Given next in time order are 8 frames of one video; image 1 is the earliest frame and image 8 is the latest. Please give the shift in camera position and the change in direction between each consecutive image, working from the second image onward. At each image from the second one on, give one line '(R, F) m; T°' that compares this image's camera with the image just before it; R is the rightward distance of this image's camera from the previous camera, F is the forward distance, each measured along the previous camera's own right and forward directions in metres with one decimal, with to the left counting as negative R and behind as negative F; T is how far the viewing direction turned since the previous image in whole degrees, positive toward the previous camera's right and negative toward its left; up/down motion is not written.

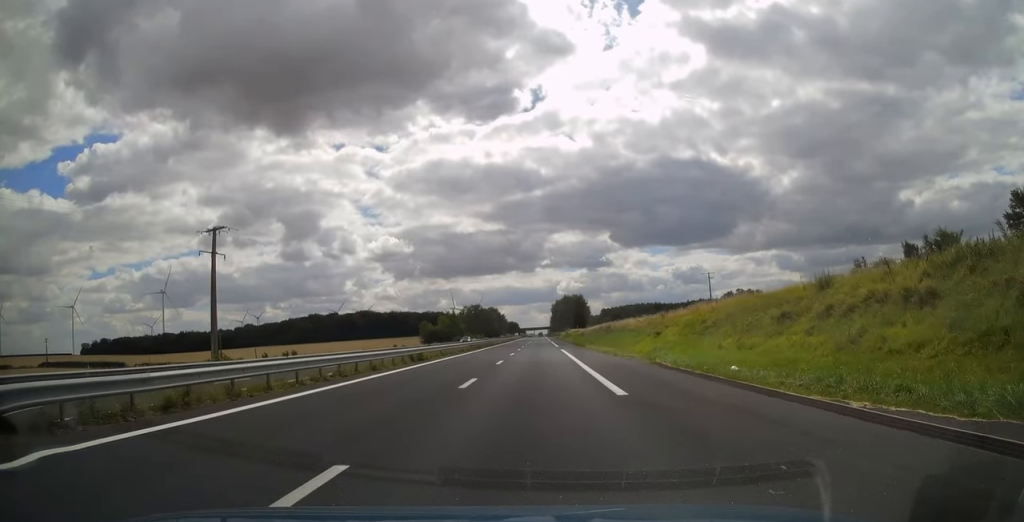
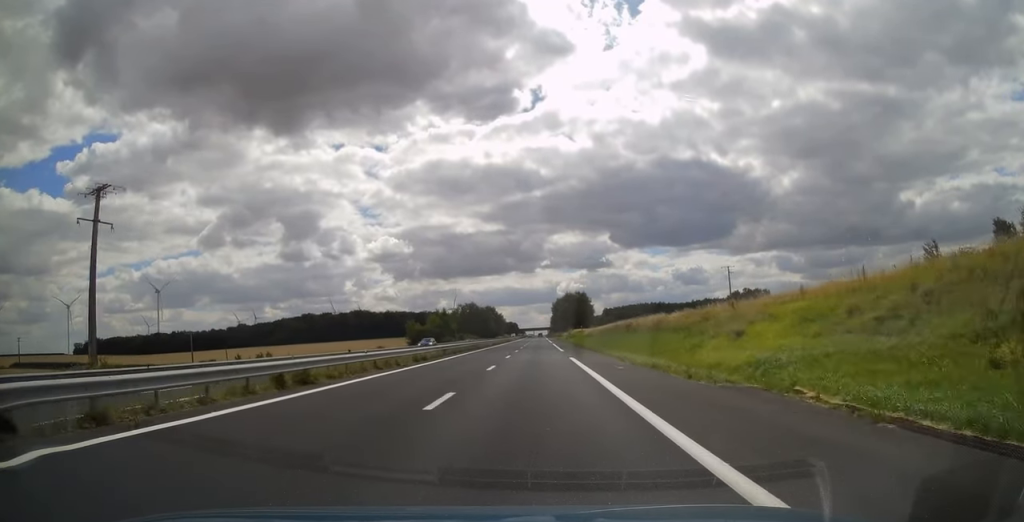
(0.0, +17.1) m; 0°
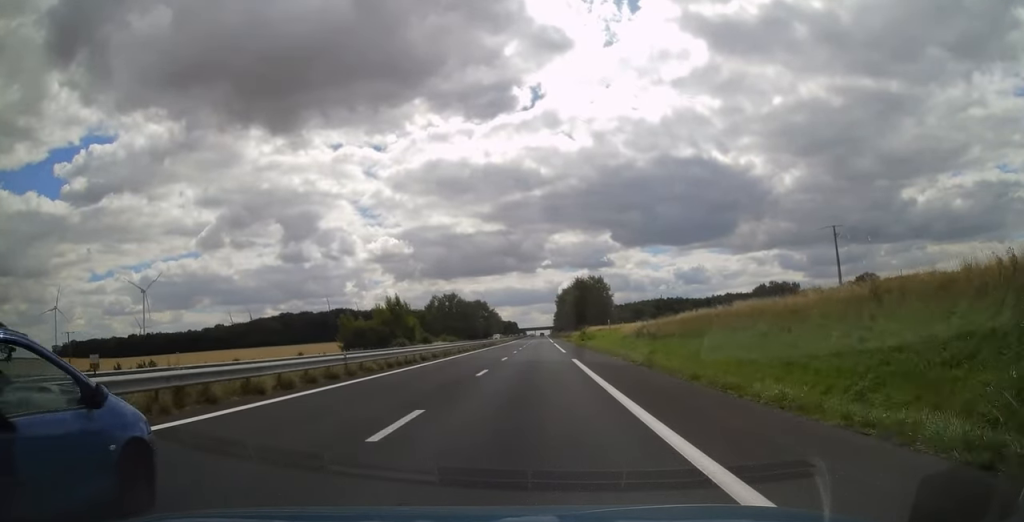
(+0.3, +53.6) m; +1°
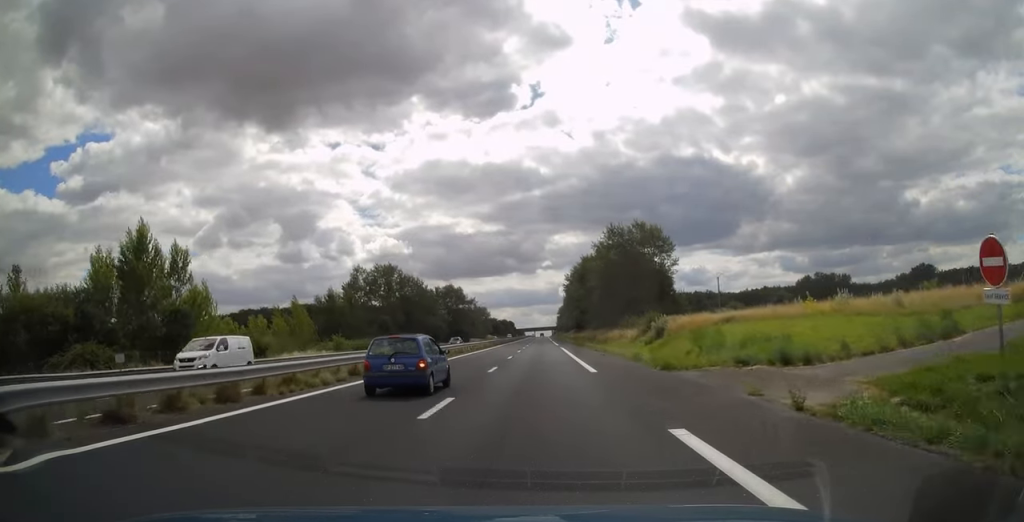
(-1.0, +73.1) m; -1°
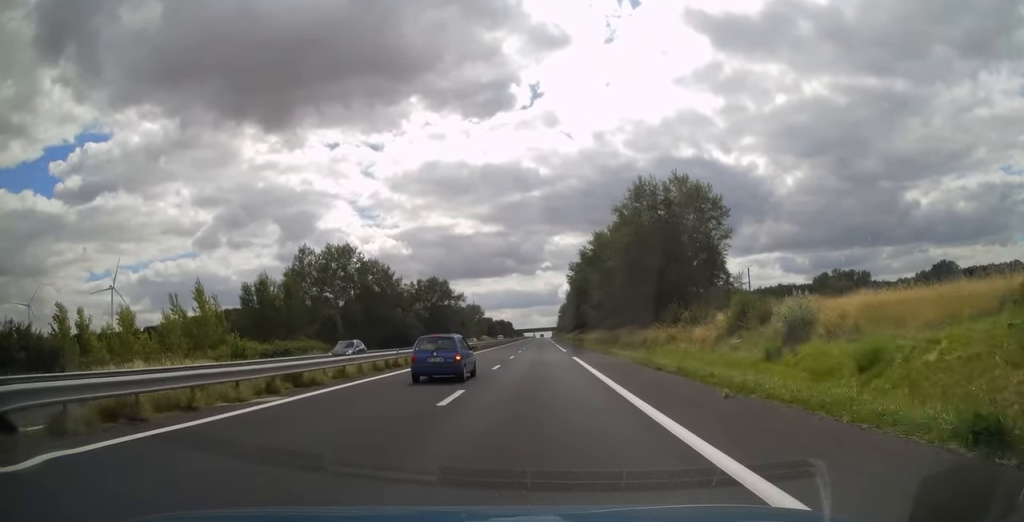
(0.0, +23.4) m; 0°
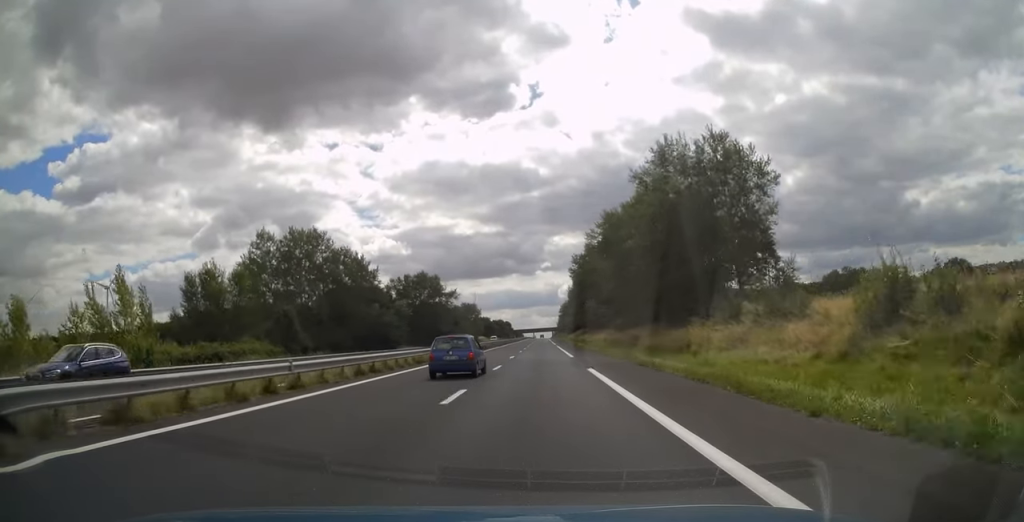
(0.0, +12.2) m; 0°
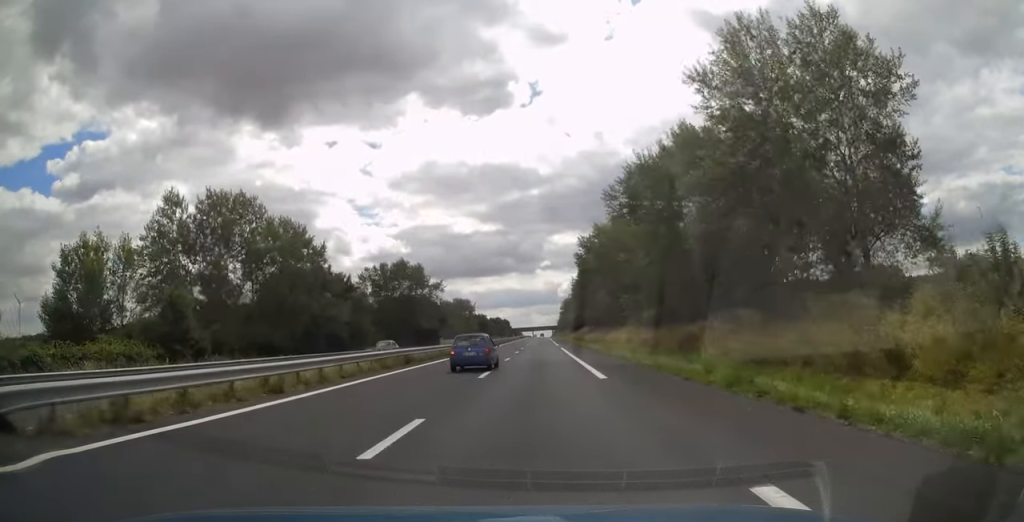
(0.0, +18.0) m; 0°
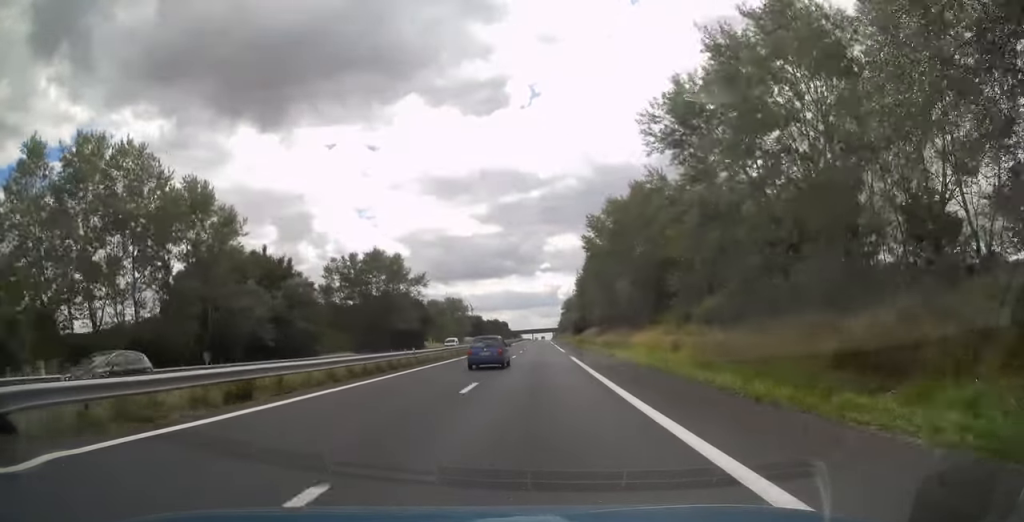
(0.0, +17.1) m; 0°
